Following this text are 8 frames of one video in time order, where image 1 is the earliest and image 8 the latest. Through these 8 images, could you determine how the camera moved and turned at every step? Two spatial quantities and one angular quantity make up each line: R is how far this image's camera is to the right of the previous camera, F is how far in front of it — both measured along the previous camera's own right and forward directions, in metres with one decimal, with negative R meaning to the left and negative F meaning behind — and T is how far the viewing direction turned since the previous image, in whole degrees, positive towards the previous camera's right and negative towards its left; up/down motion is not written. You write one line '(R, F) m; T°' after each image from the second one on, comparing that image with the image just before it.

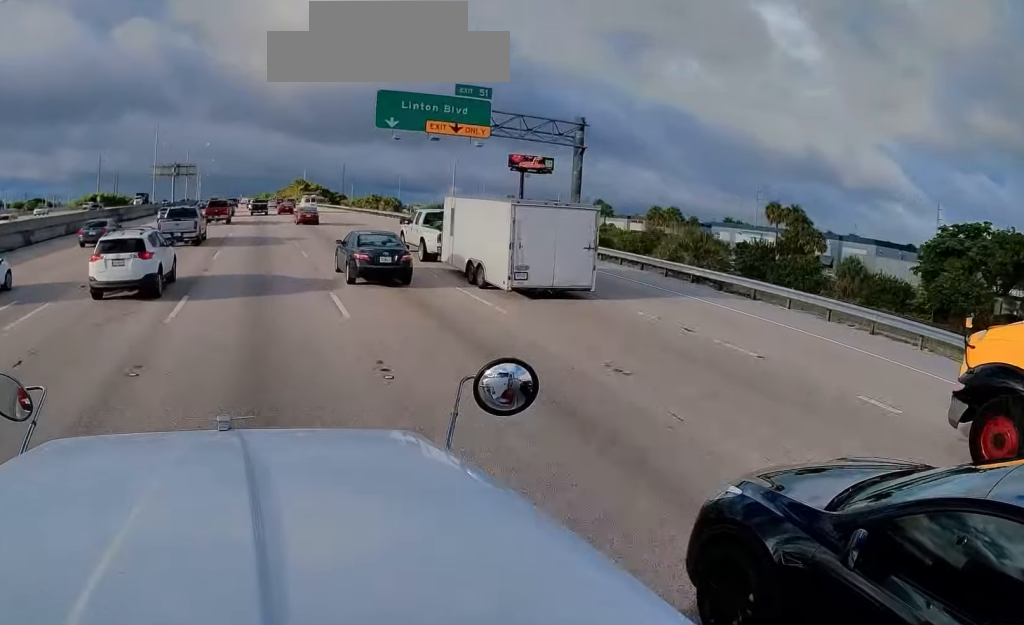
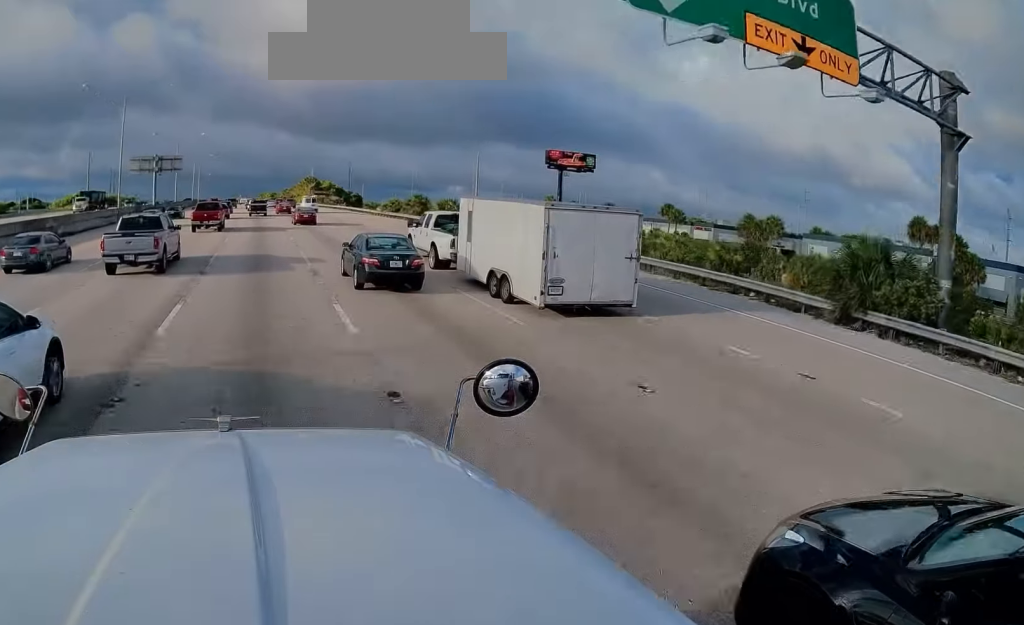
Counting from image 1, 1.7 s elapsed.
(-0.5, +29.7) m; -1°
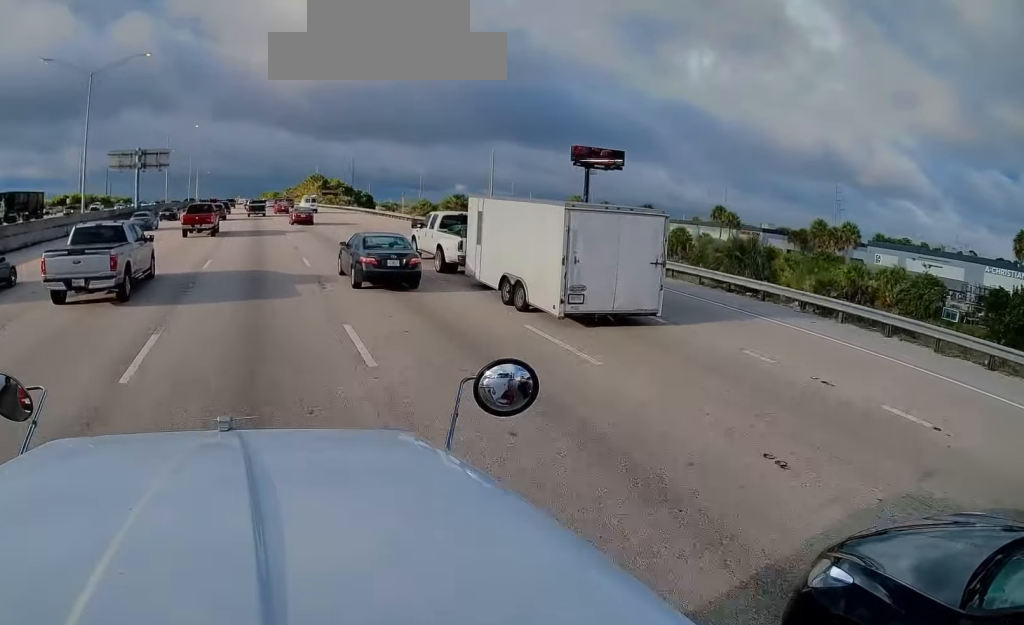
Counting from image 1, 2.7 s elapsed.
(0.0, +17.6) m; 0°
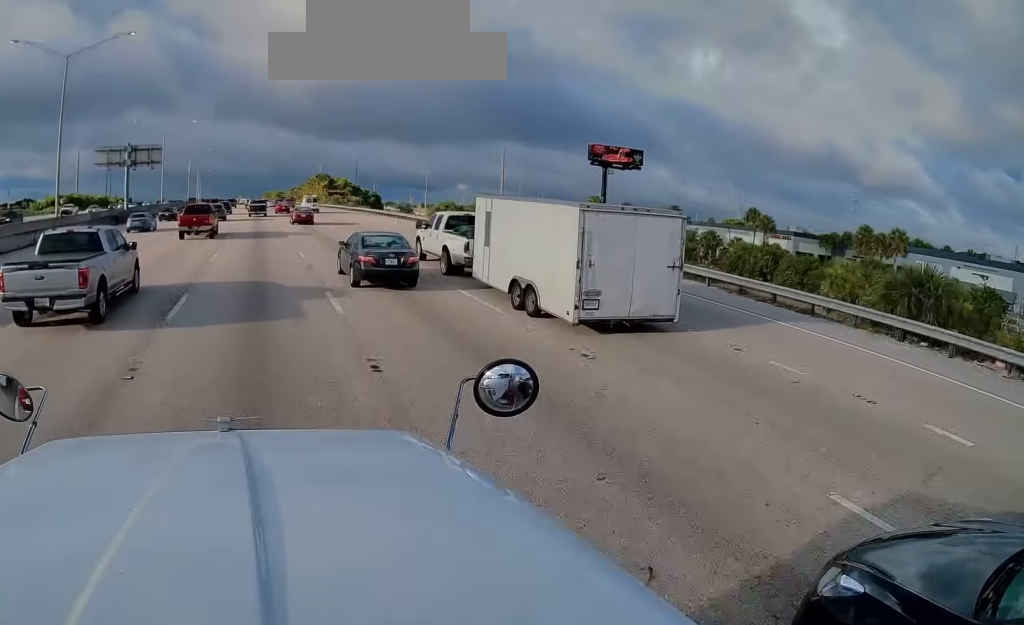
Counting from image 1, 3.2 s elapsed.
(0.0, +8.4) m; 0°
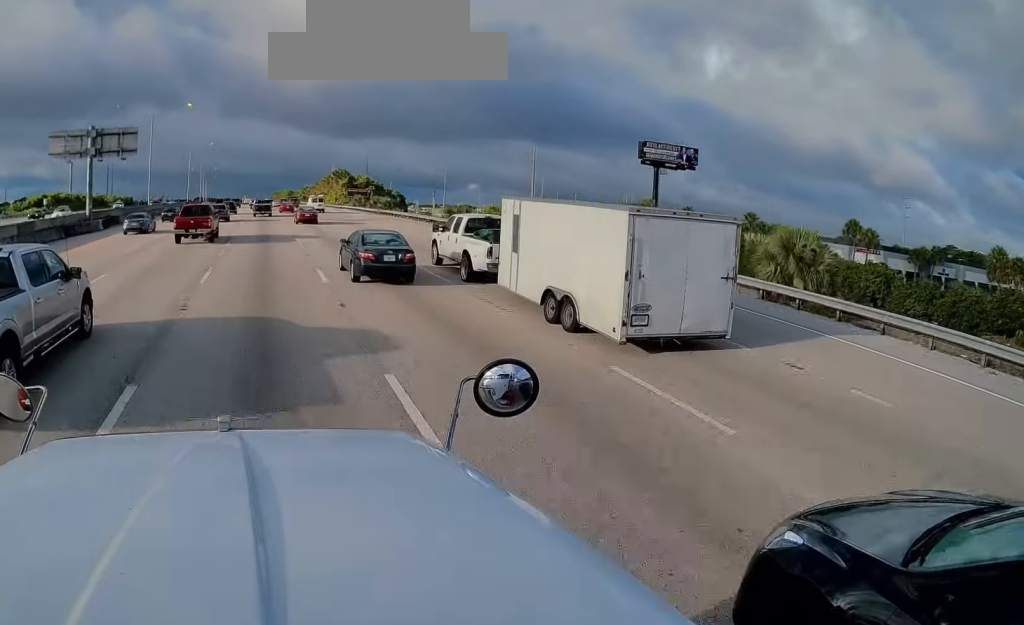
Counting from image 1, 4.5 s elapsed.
(0.0, +21.9) m; 0°
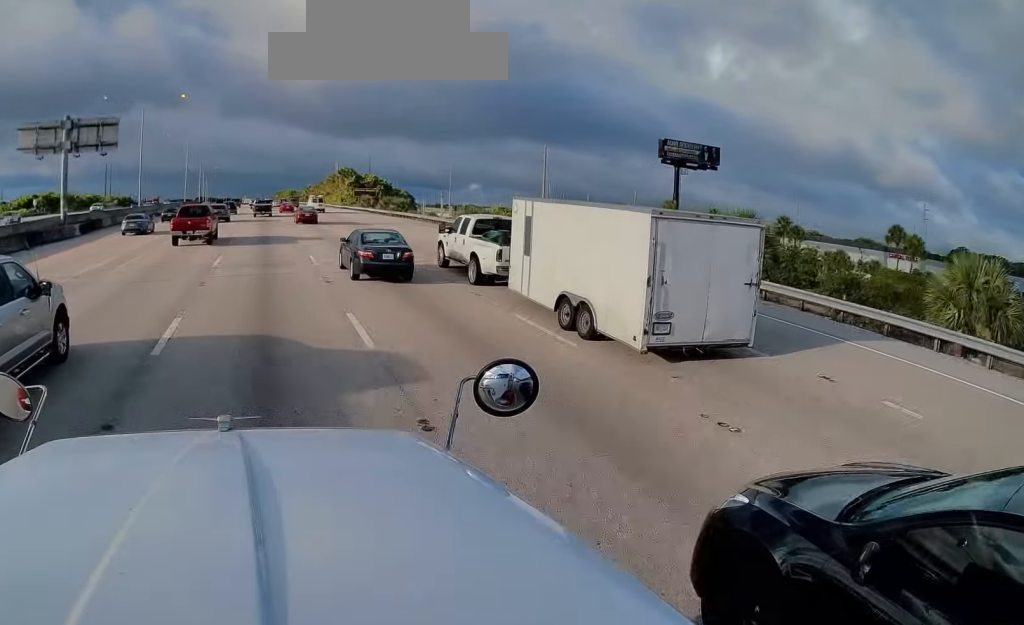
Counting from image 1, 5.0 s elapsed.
(0.0, +7.5) m; 0°
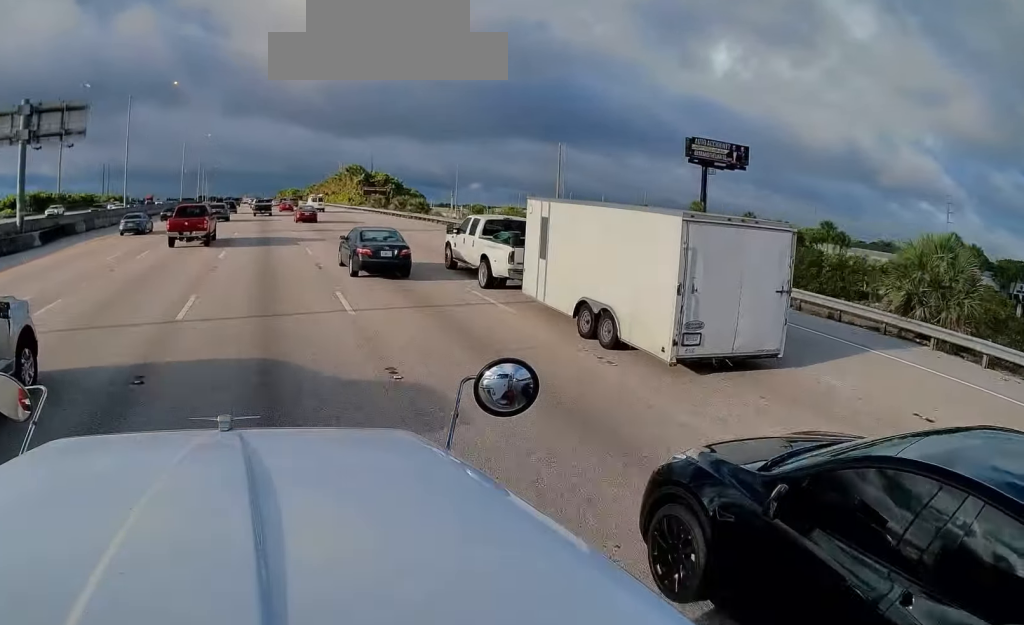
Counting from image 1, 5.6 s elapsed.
(0.0, +9.5) m; 0°
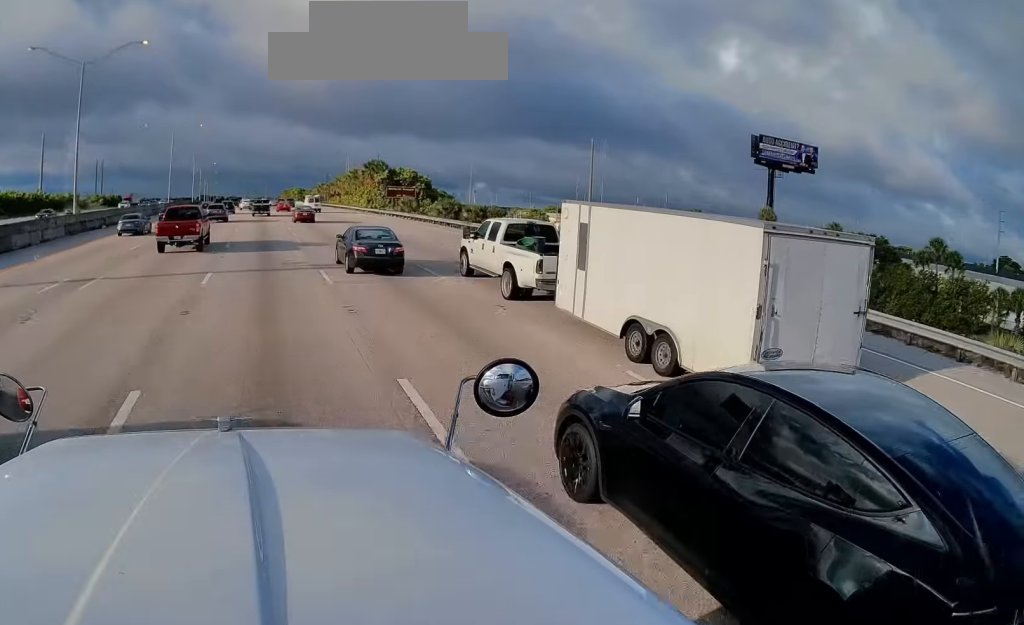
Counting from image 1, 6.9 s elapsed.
(0.0, +20.3) m; -1°
